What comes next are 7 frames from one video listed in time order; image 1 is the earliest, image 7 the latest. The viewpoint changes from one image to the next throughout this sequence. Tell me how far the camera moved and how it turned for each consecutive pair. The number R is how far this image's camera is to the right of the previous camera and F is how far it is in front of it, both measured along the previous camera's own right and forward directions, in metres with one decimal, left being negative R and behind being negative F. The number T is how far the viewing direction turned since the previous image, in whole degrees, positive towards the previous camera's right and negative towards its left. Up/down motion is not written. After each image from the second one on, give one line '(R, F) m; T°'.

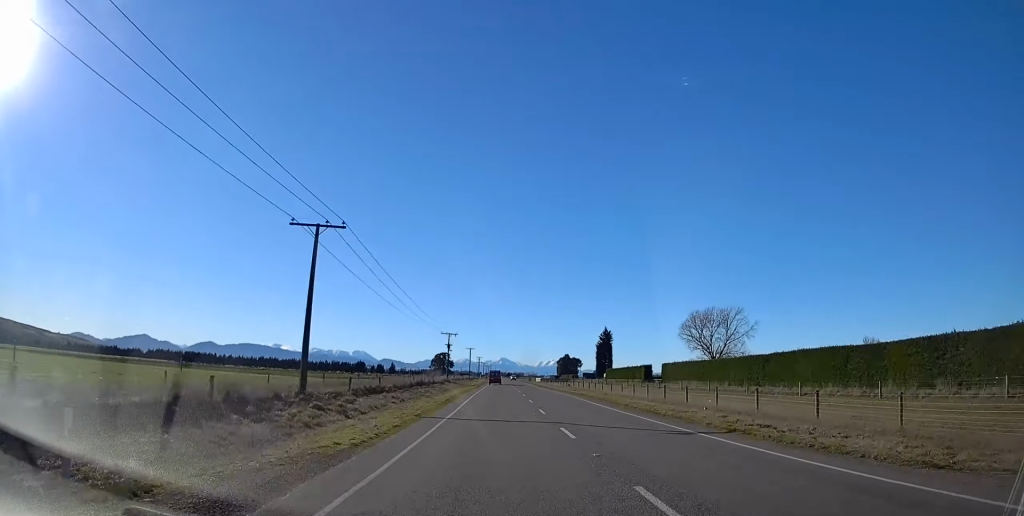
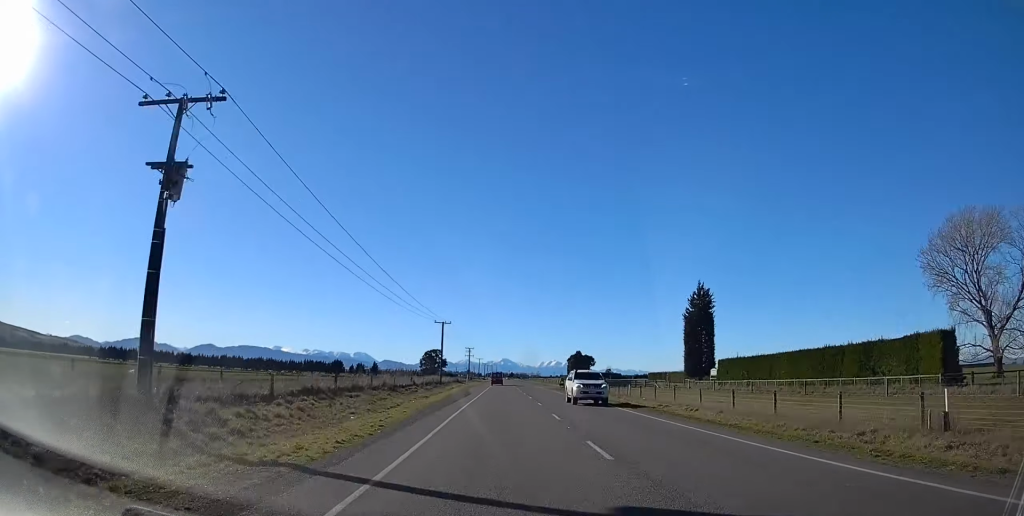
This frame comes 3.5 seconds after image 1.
(-0.8, +94.2) m; 0°
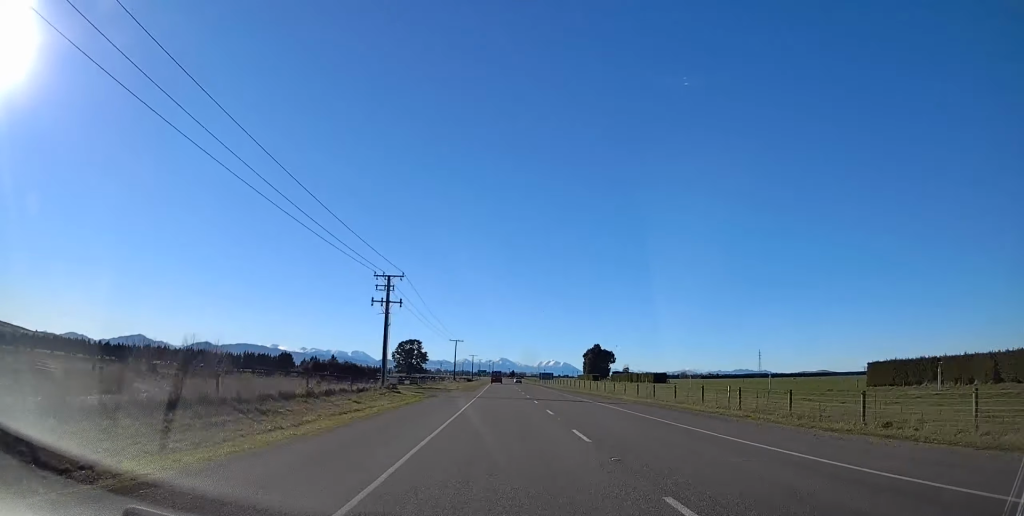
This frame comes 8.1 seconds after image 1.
(+0.4, +127.1) m; 0°
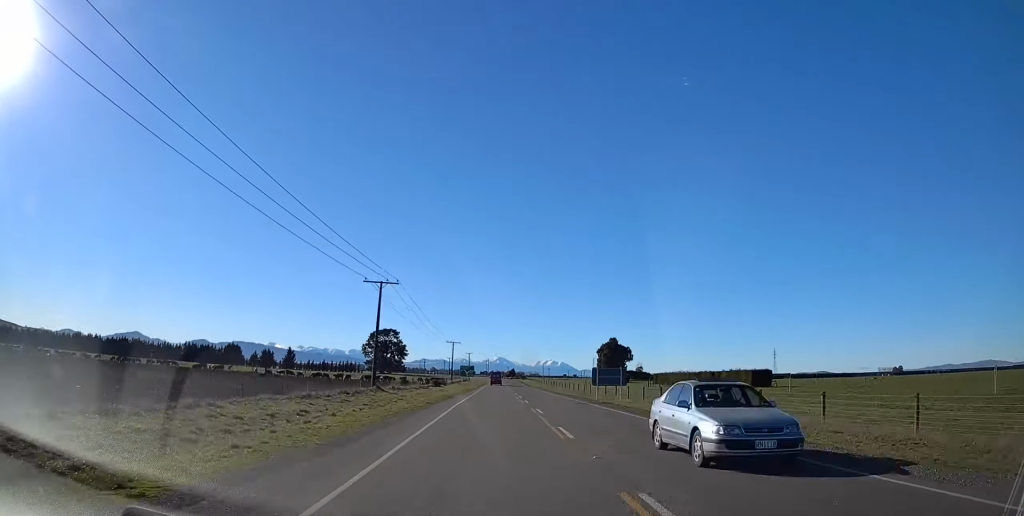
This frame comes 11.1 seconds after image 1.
(+0.1, +80.0) m; 0°
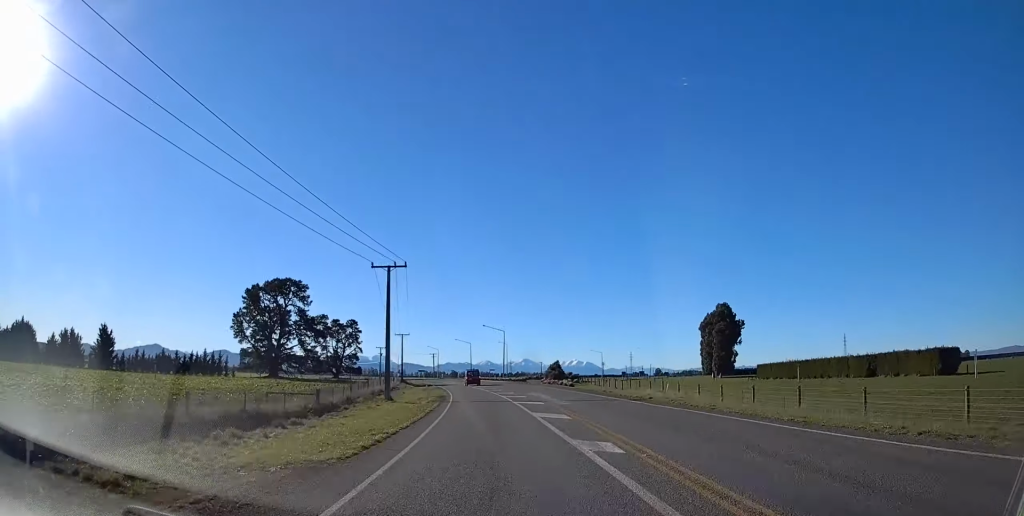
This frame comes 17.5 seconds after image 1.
(-2.2, +174.8) m; -5°
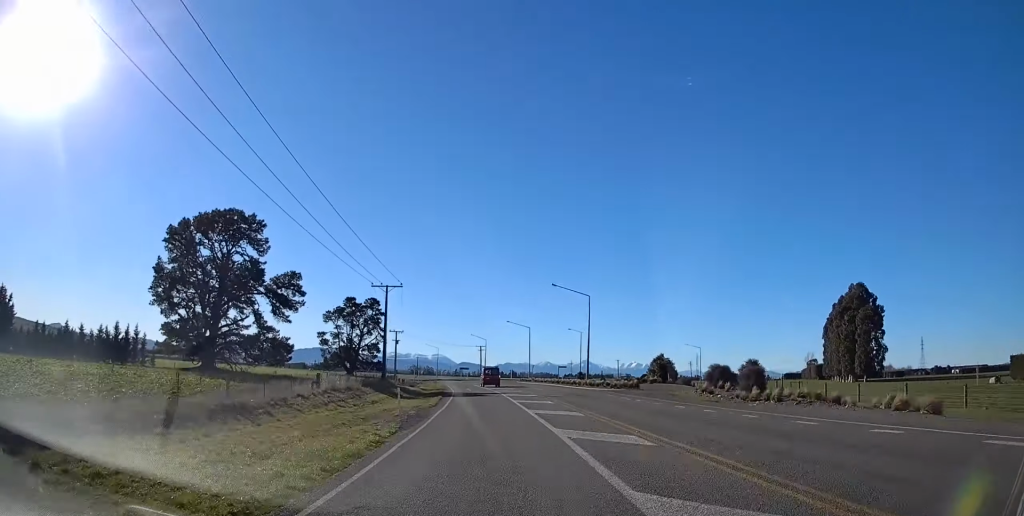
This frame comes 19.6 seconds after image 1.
(-2.7, +58.3) m; -4°
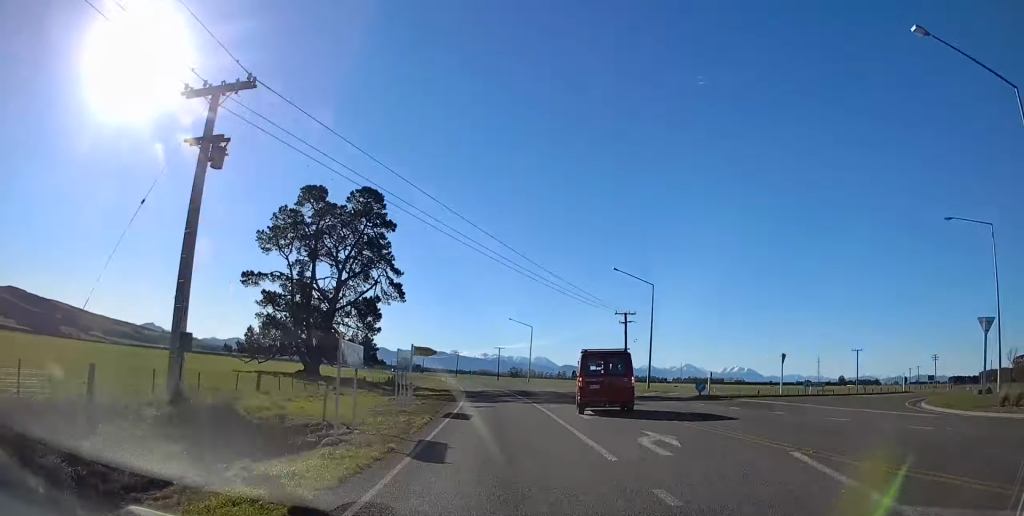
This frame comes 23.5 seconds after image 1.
(-7.7, +105.4) m; -8°
